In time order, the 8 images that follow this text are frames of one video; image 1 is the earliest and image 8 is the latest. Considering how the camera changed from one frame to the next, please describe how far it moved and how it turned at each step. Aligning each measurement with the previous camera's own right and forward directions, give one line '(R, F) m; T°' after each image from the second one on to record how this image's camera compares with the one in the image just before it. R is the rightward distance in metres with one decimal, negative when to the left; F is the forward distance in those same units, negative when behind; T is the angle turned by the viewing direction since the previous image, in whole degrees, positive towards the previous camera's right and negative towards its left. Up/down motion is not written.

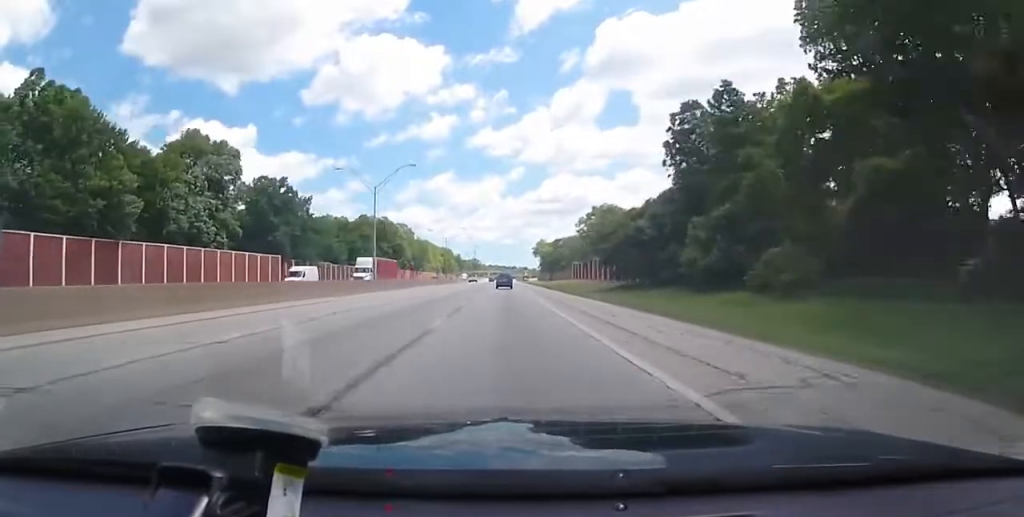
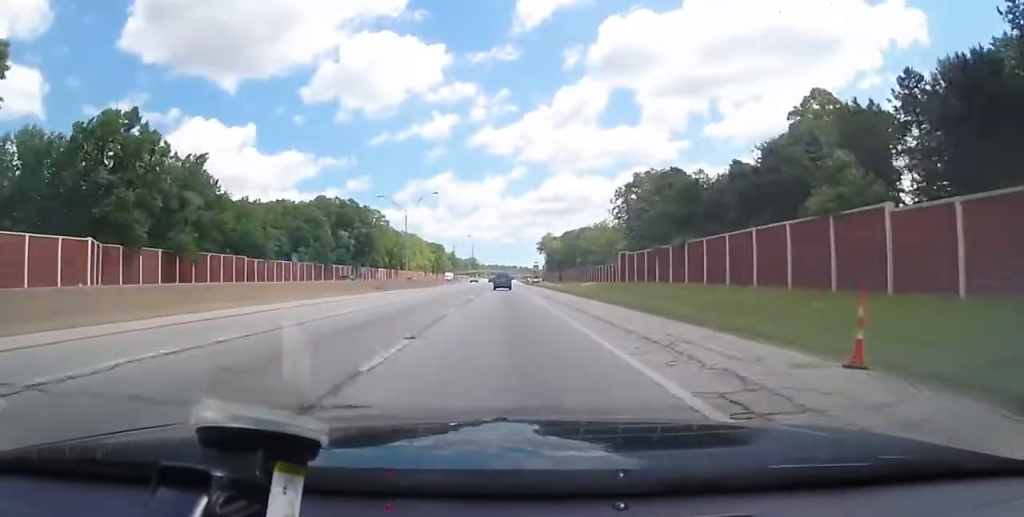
(-0.1, +54.7) m; 0°
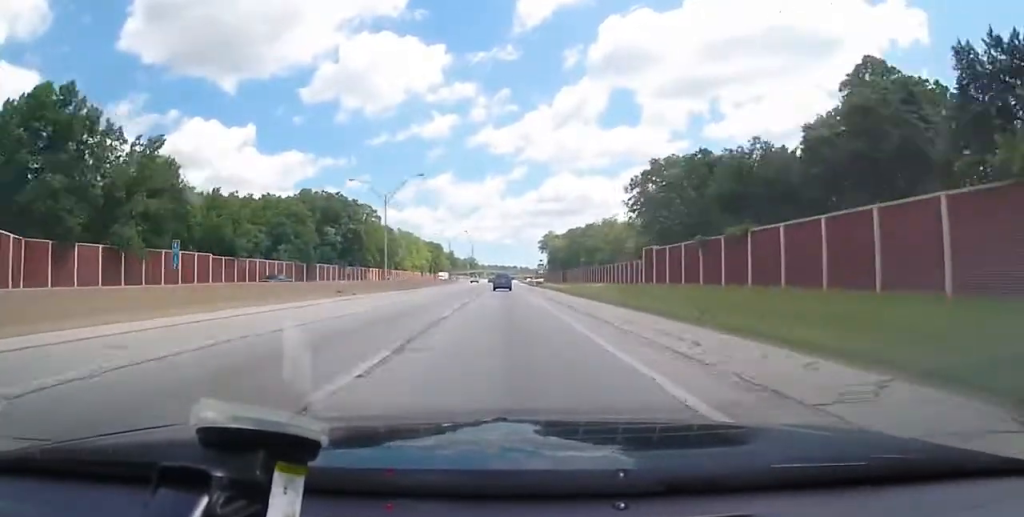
(+0.2, +13.9) m; 0°
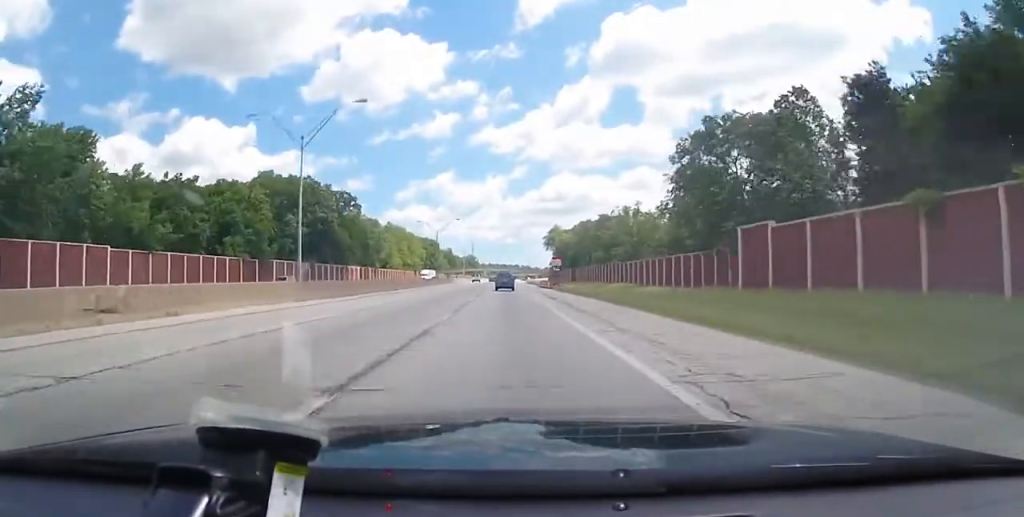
(-0.1, +27.9) m; 0°
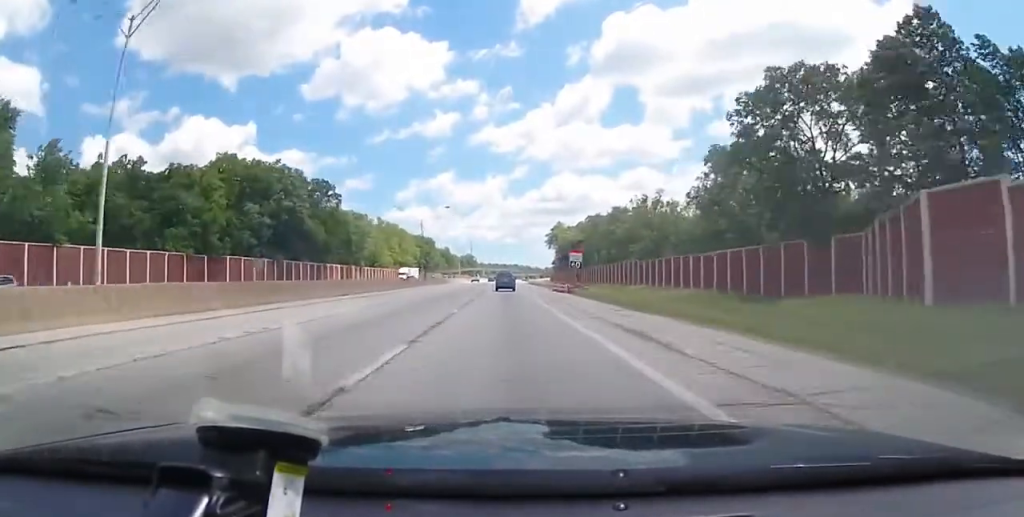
(-0.1, +20.0) m; 0°
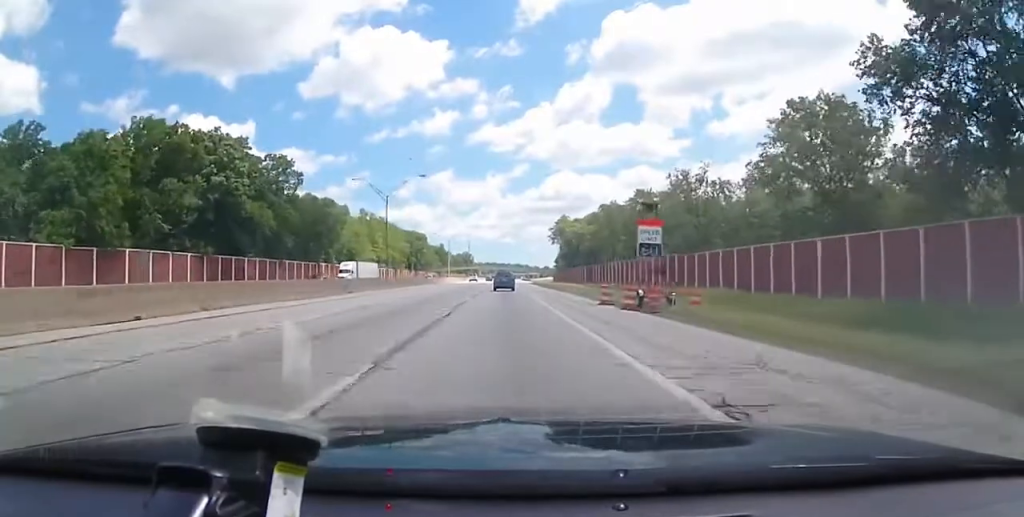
(0.0, +27.9) m; +1°
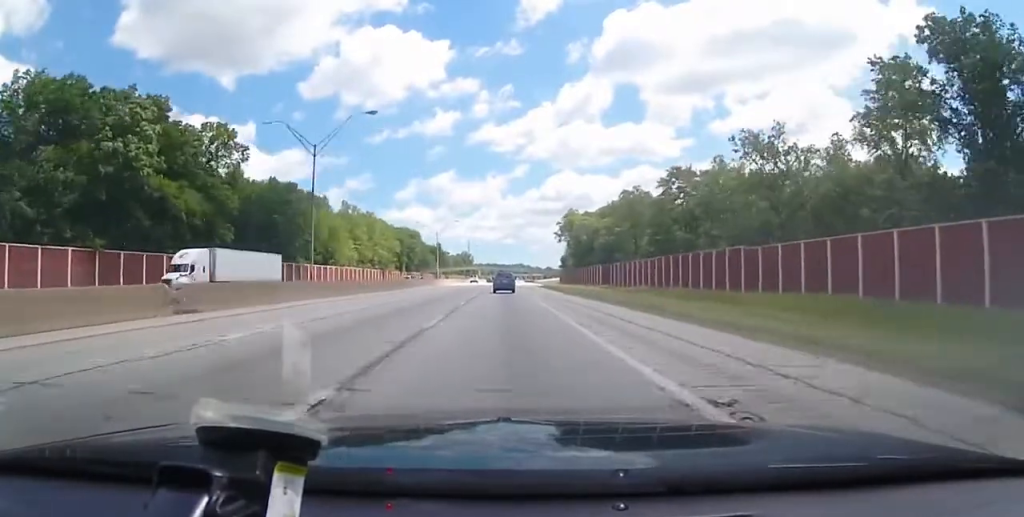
(+0.4, +26.7) m; 0°
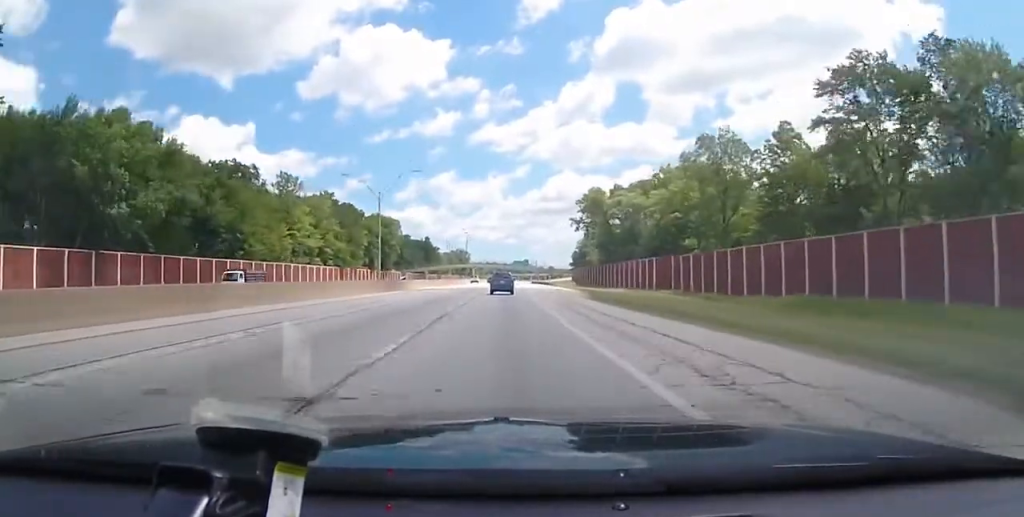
(-0.4, +55.1) m; 0°
